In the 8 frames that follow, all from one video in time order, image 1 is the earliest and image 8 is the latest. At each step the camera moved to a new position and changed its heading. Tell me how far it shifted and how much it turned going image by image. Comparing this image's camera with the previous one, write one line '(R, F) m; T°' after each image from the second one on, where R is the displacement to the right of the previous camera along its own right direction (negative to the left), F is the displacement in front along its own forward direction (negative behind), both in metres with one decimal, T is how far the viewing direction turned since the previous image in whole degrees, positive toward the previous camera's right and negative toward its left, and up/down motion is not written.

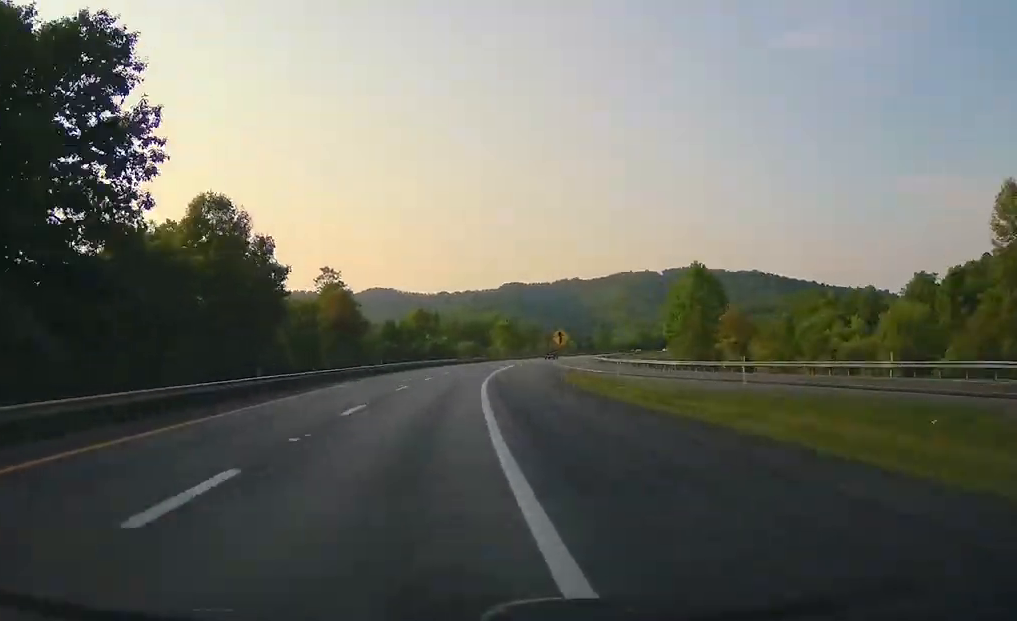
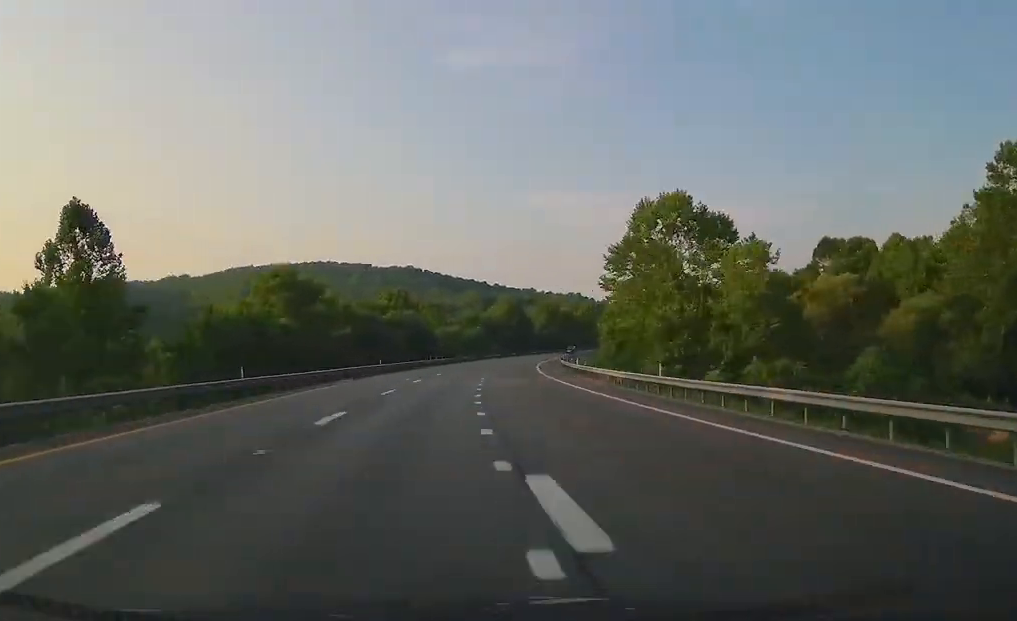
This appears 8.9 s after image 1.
(+84.5, +295.4) m; +32°
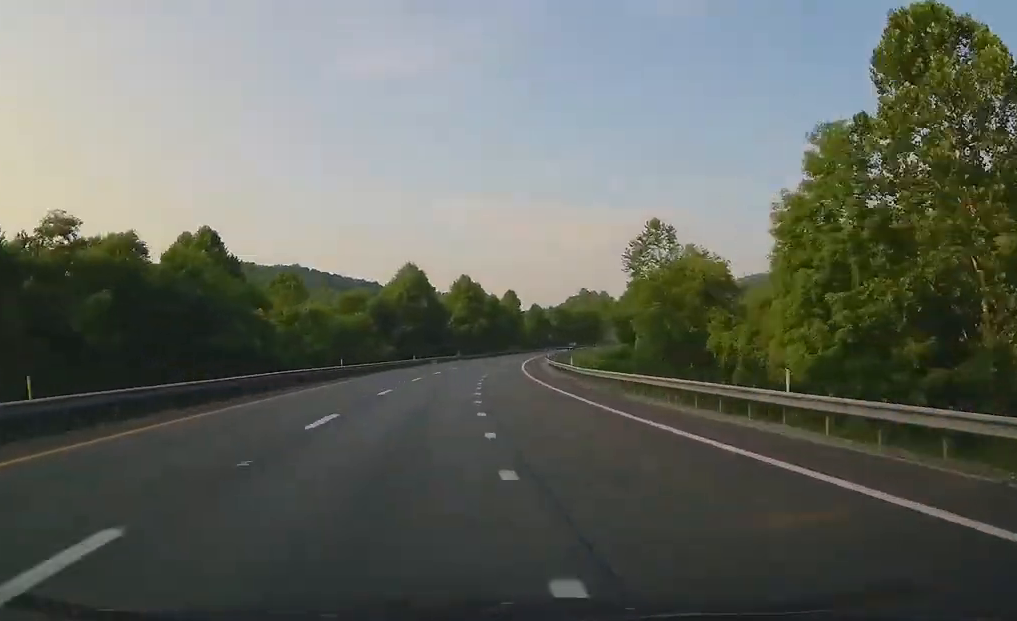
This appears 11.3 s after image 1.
(+7.2, +95.6) m; +10°
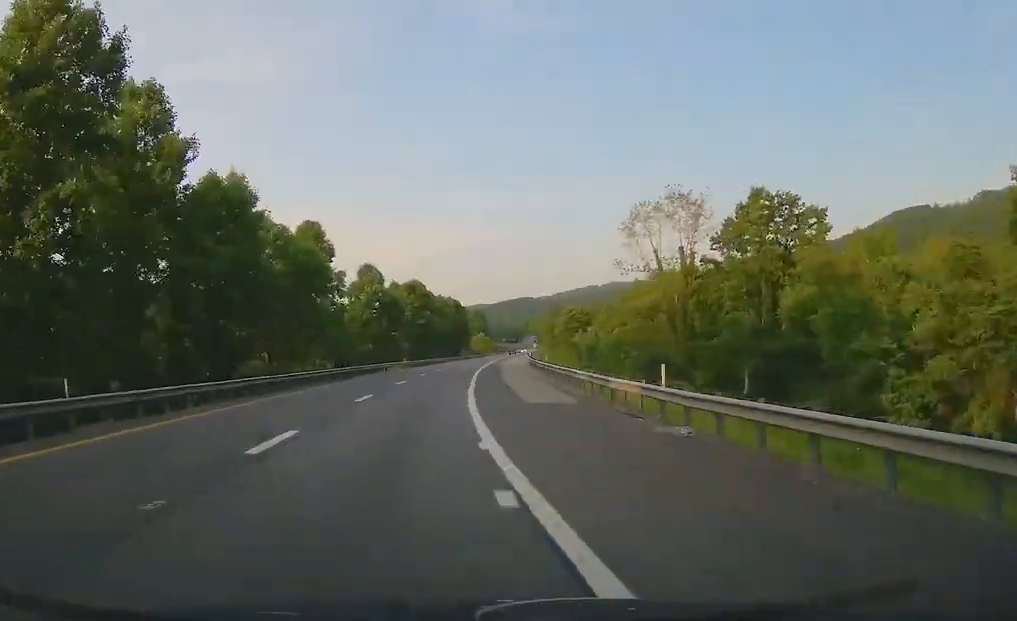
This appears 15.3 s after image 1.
(+23.5, +129.9) m; +15°
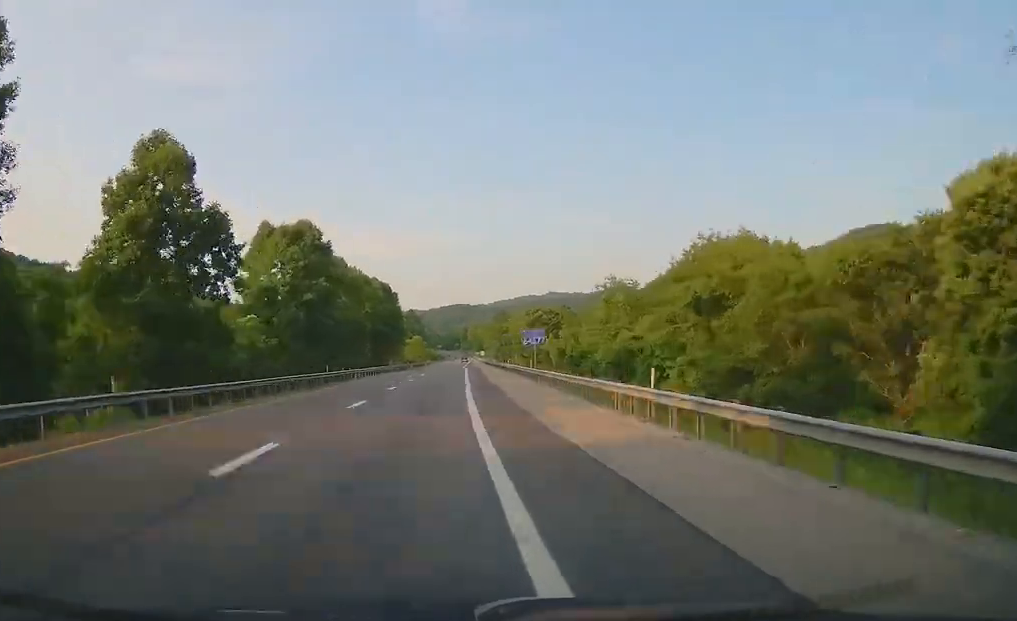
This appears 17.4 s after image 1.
(+5.3, +63.5) m; +3°
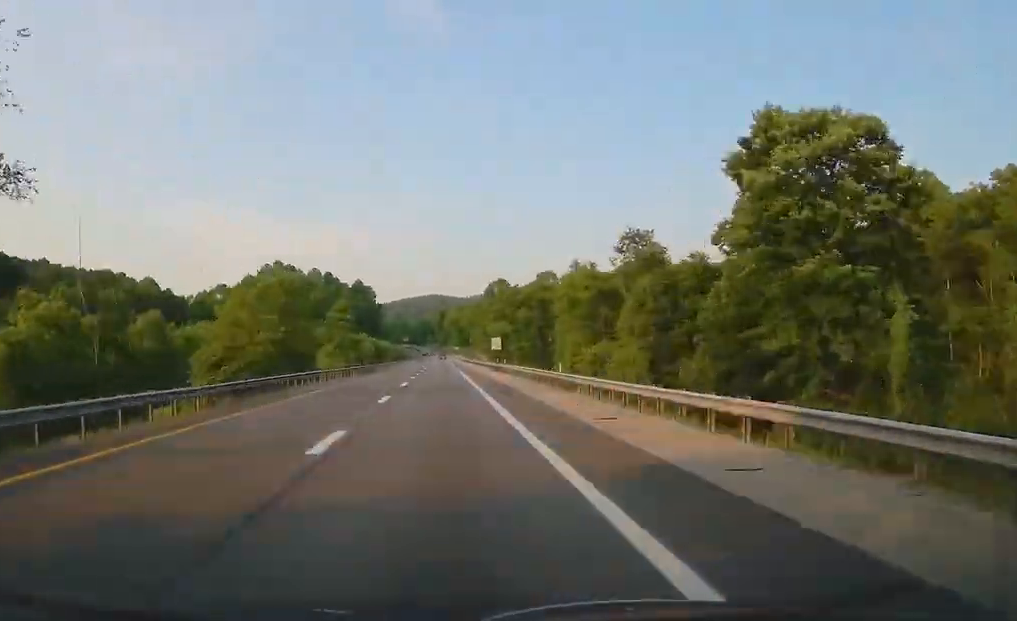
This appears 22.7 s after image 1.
(+5.1, +165.8) m; +2°
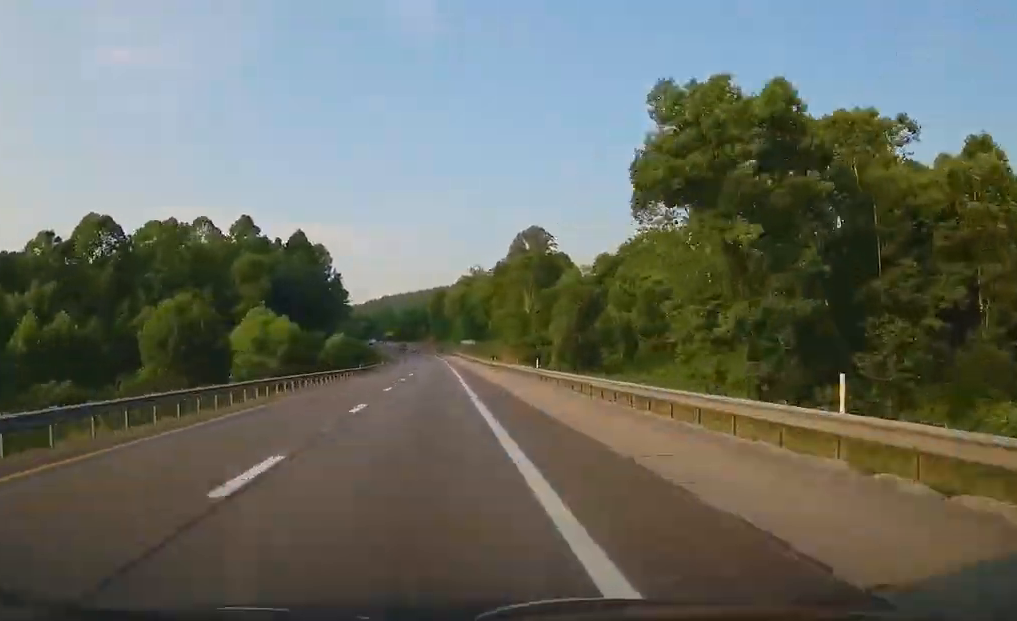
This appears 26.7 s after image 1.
(-0.4, +116.6) m; -2°
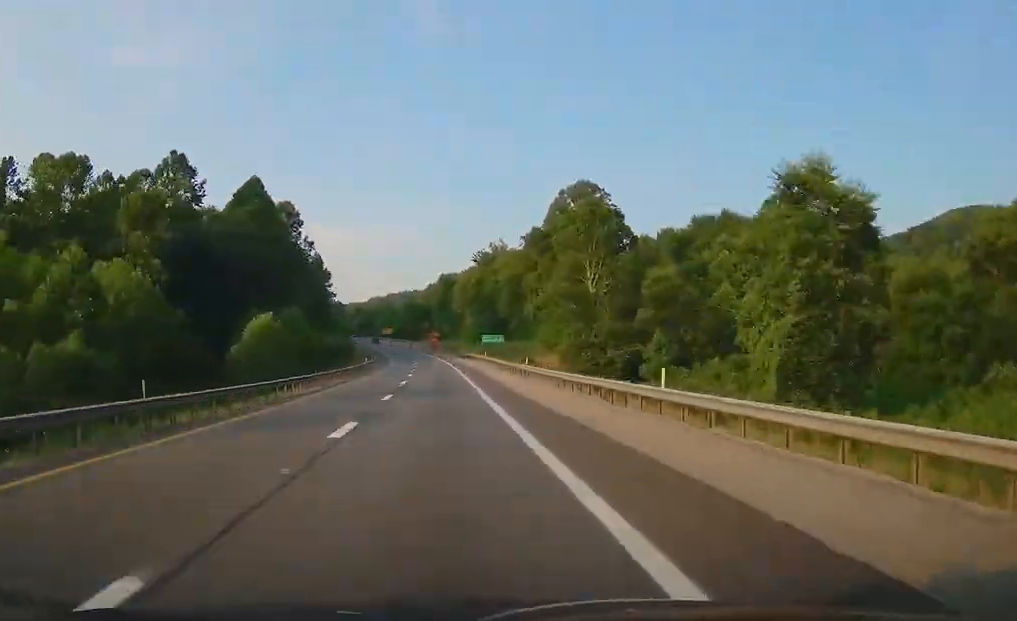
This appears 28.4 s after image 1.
(-0.5, +59.5) m; -2°
